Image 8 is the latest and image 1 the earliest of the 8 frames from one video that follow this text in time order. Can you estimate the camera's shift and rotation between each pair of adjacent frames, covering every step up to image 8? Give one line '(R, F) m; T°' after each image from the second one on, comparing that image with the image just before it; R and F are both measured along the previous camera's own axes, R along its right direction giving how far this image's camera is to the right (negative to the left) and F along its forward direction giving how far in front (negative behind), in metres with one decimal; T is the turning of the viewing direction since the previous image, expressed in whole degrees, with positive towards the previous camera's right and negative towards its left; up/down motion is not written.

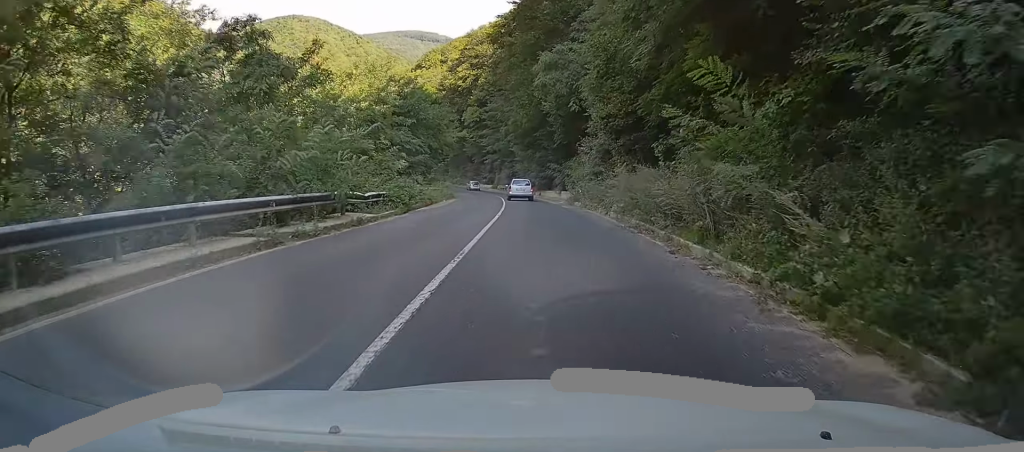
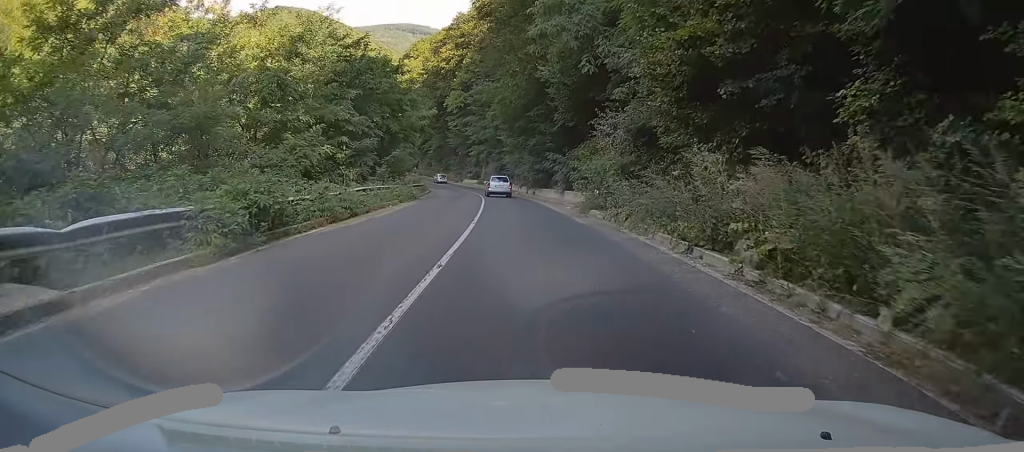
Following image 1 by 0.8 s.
(0.0, +13.5) m; 0°
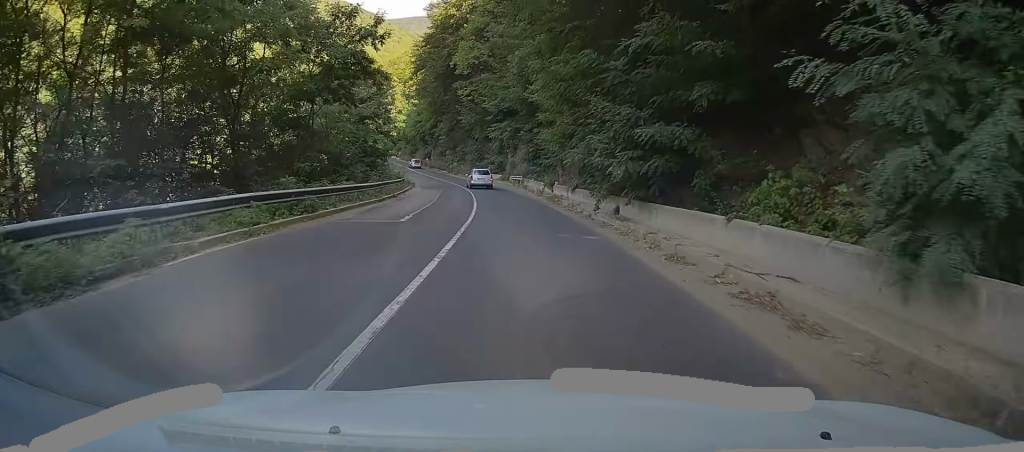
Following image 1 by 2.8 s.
(-0.6, +31.1) m; -3°
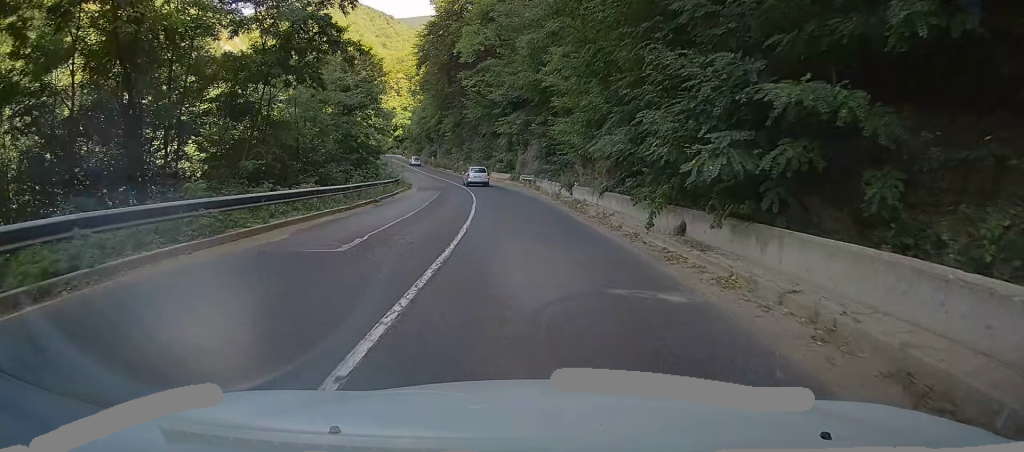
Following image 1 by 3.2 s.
(-0.1, +6.4) m; 0°
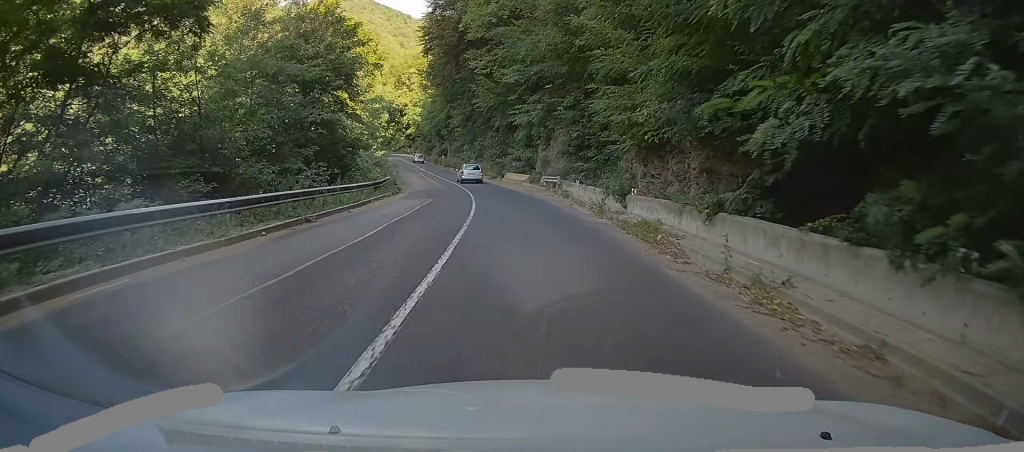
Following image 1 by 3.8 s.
(-0.1, +10.7) m; -1°
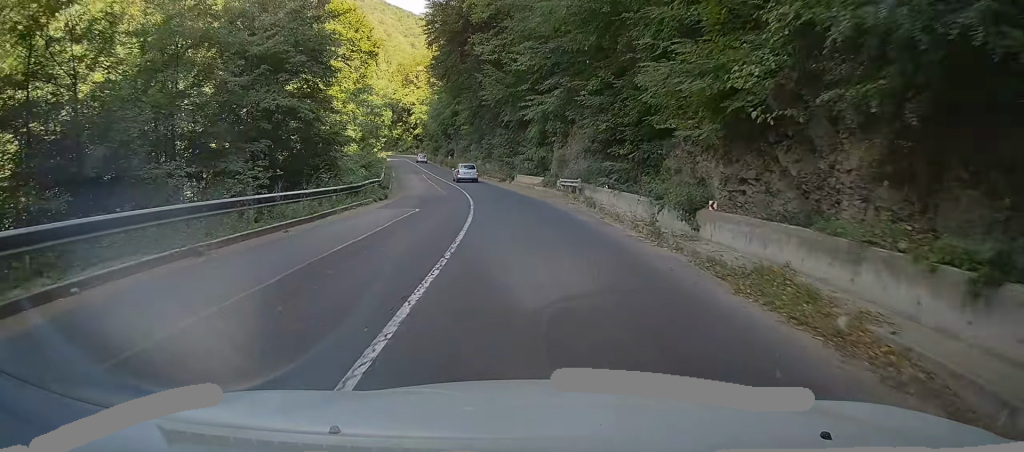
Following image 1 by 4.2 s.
(0.0, +6.3) m; -1°
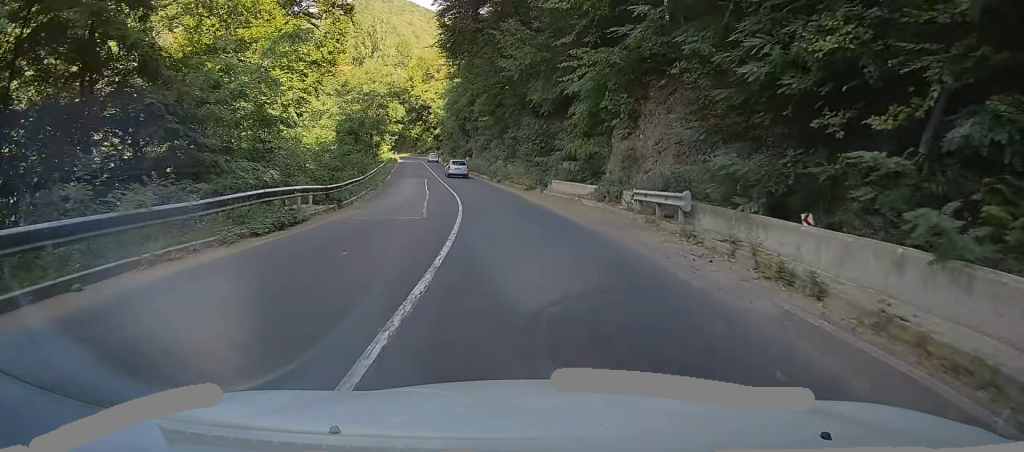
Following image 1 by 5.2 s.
(-0.4, +15.4) m; -3°
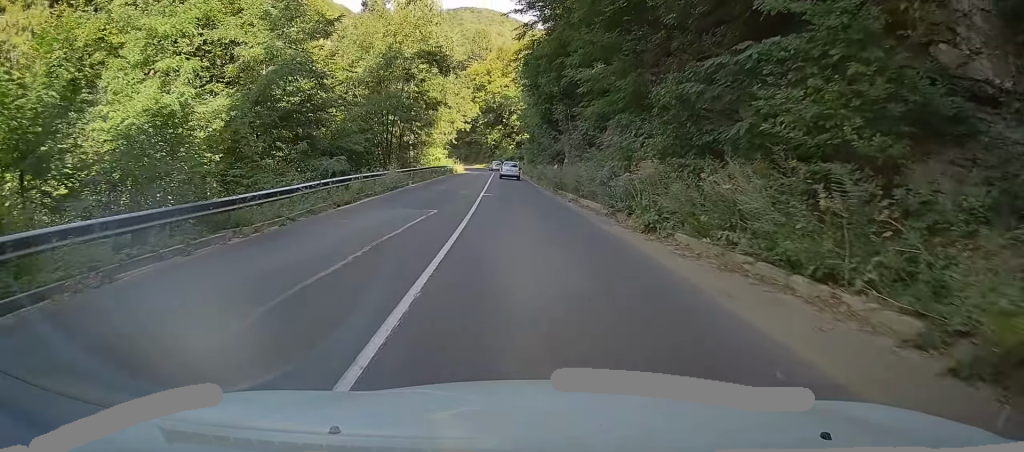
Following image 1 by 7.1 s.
(-1.9, +31.2) m; -6°
